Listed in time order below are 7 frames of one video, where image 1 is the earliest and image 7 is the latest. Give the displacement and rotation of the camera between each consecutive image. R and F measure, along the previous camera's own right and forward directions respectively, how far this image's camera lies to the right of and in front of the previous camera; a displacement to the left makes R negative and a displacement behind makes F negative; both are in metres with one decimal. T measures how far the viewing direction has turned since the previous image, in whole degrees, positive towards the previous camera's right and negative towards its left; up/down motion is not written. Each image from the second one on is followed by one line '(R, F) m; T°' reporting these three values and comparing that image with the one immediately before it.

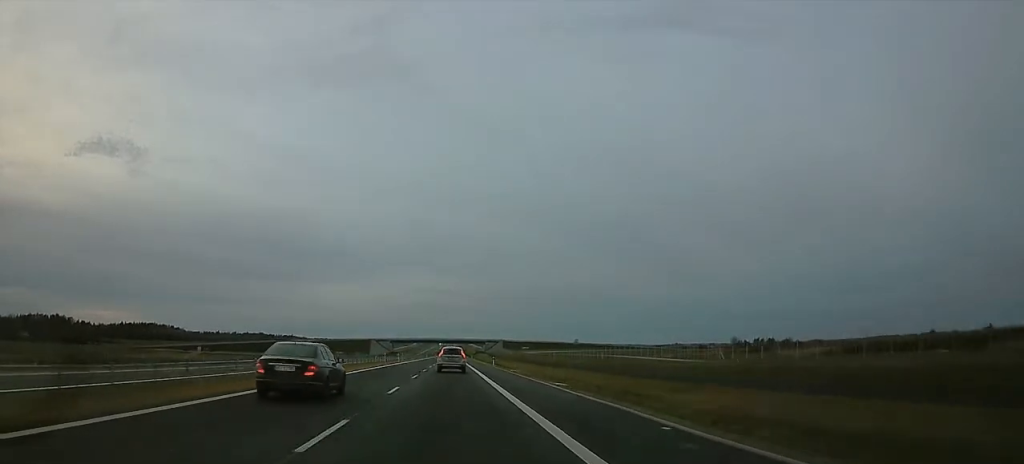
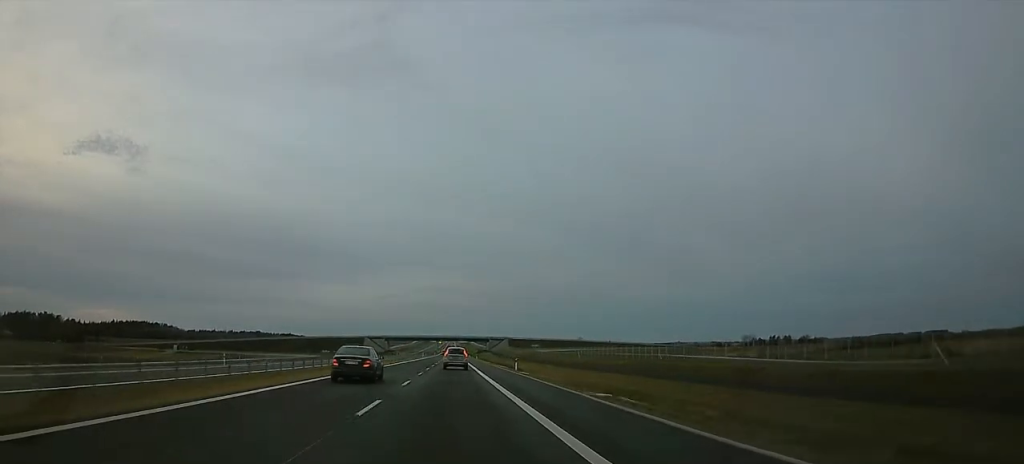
(0.0, +30.7) m; 0°
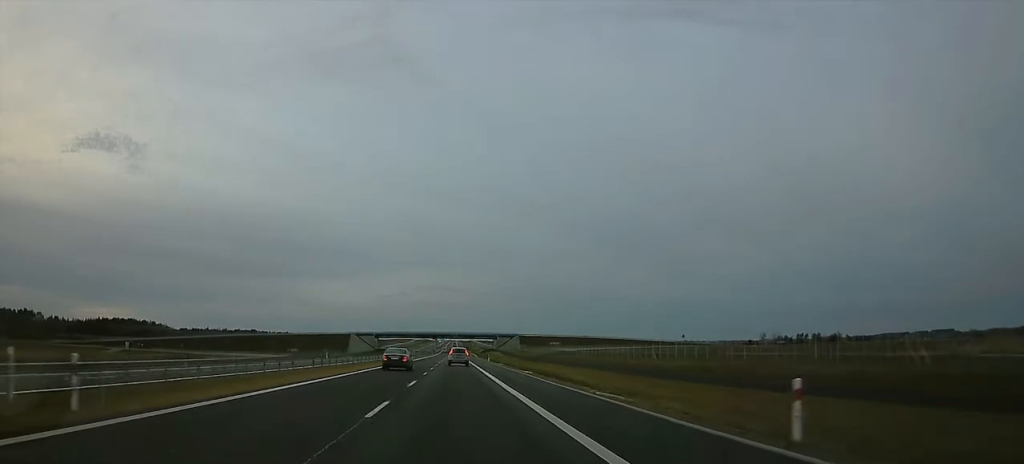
(-1.7, +47.8) m; -3°
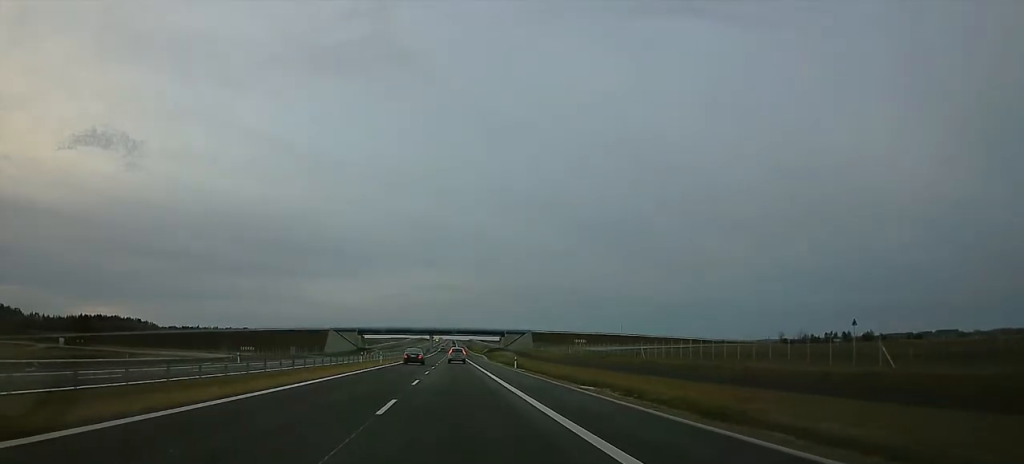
(+1.1, +46.9) m; +2°
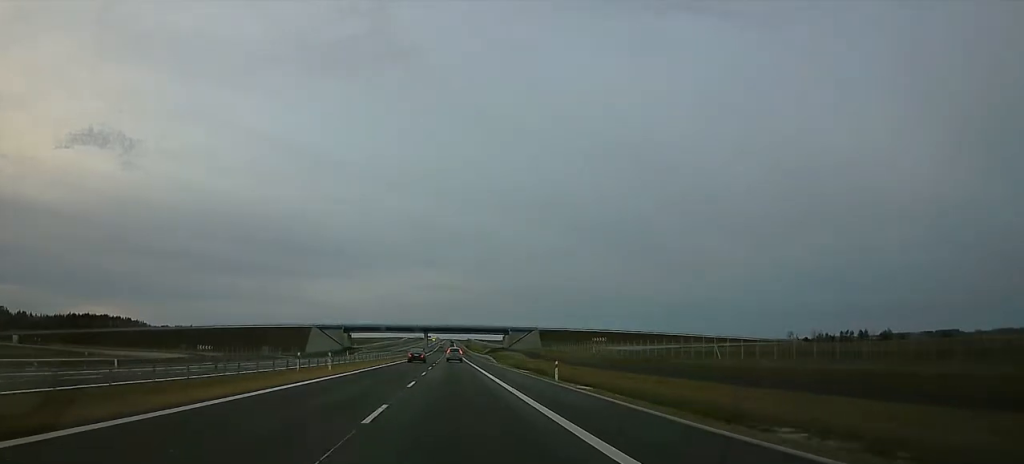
(-0.2, +25.6) m; 0°
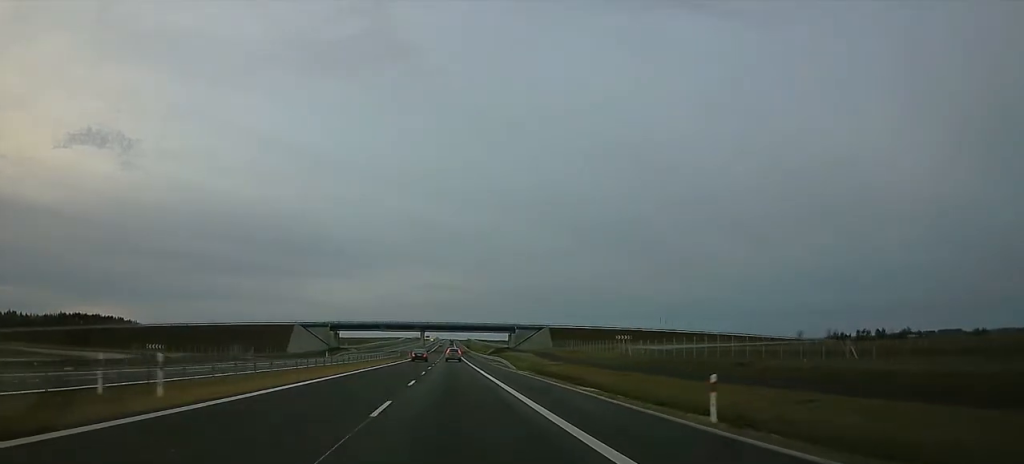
(0.0, +22.6) m; 0°
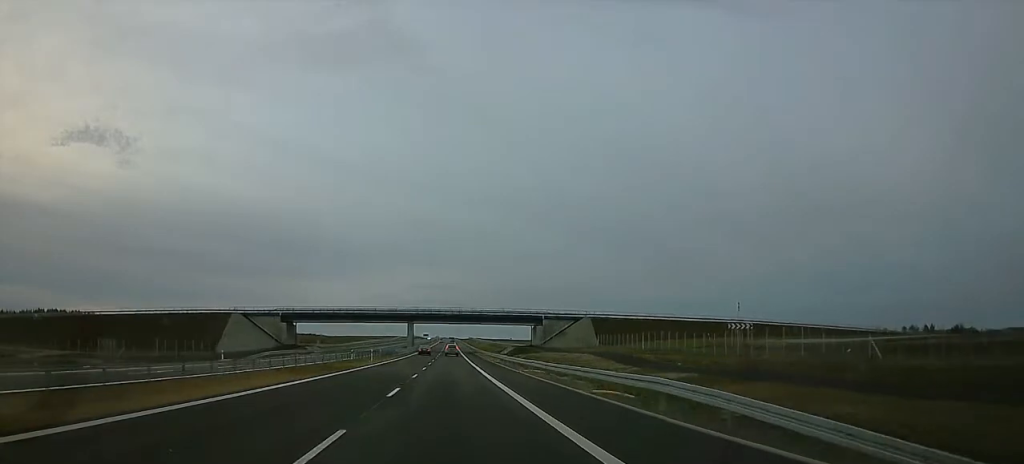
(0.0, +54.3) m; 0°
